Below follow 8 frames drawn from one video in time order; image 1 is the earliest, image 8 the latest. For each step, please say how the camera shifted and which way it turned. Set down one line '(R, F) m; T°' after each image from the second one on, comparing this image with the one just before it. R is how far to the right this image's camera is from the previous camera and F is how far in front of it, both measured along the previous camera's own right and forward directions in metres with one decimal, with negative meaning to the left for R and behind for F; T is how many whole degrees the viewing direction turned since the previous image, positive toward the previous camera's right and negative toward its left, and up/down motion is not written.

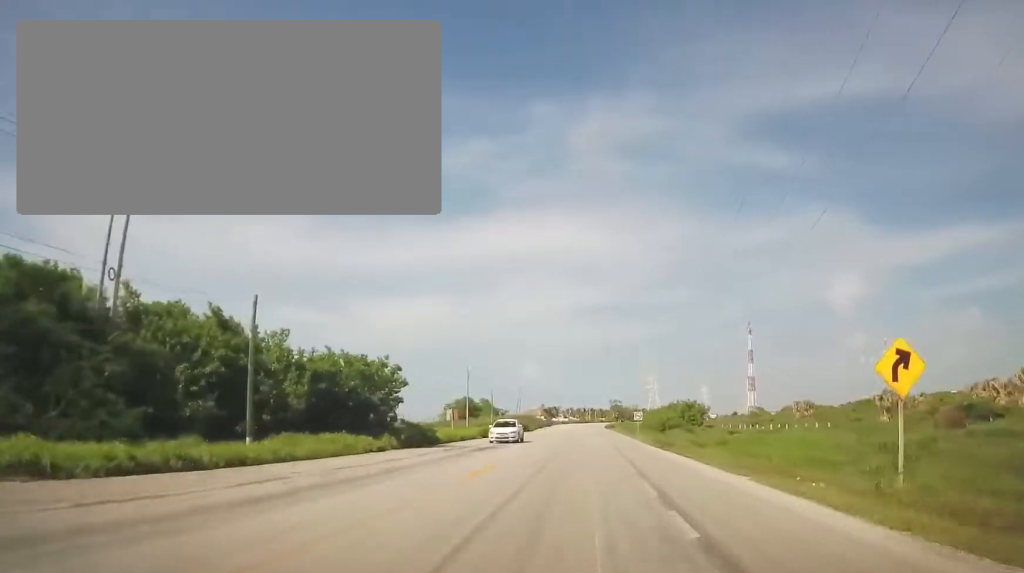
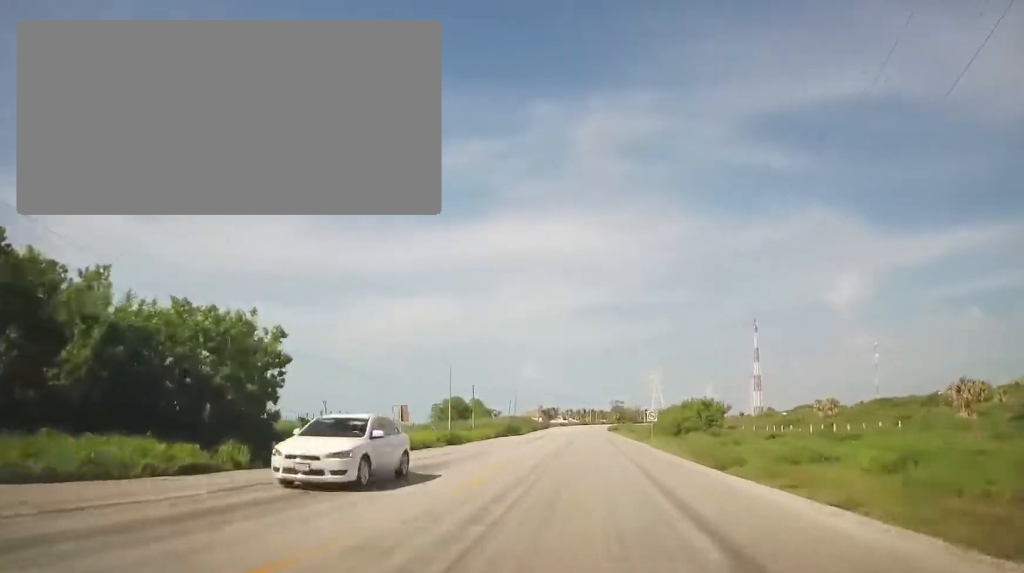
(-0.1, +13.2) m; -1°
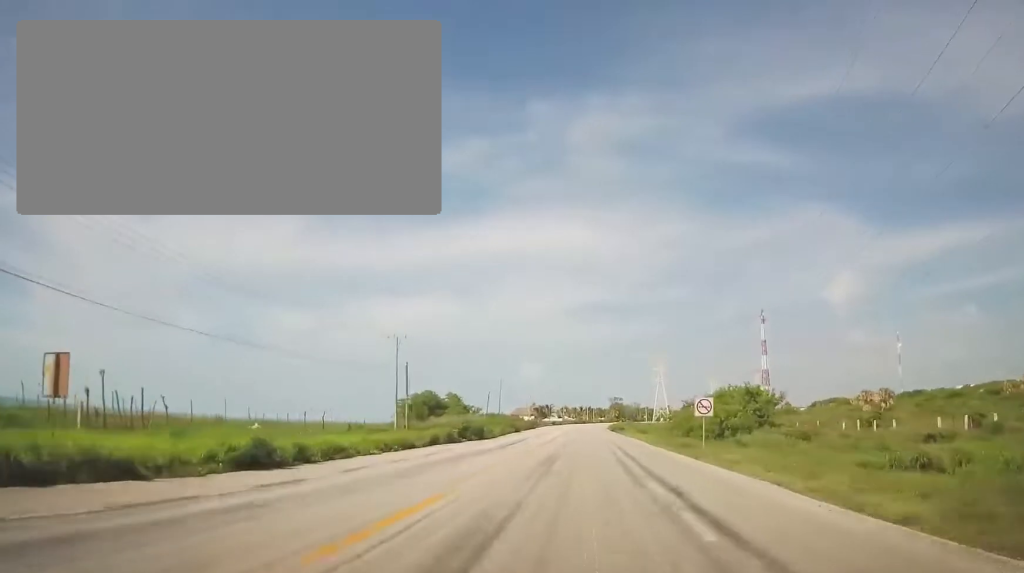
(-0.2, +23.7) m; +1°
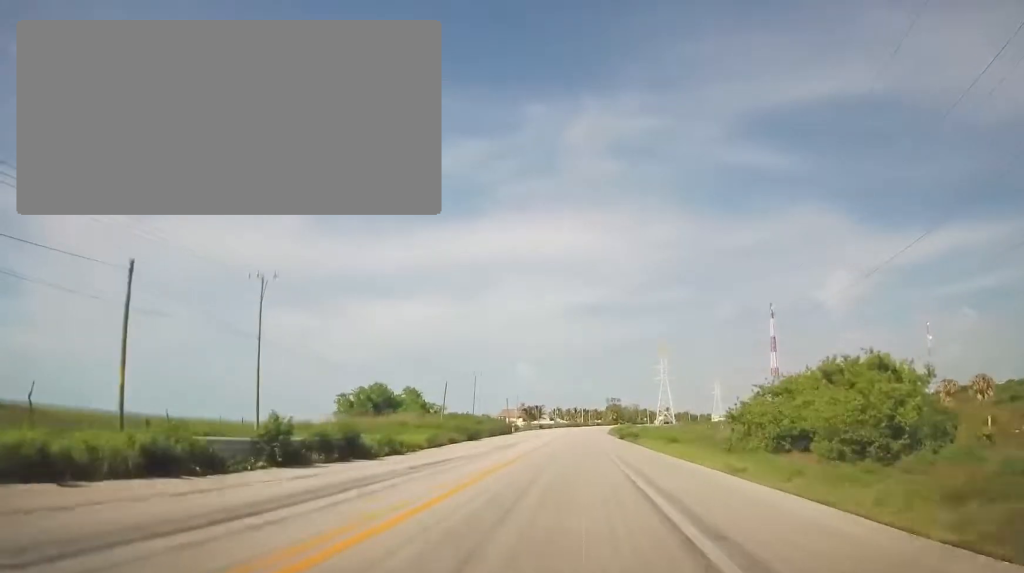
(+0.5, +27.3) m; +2°
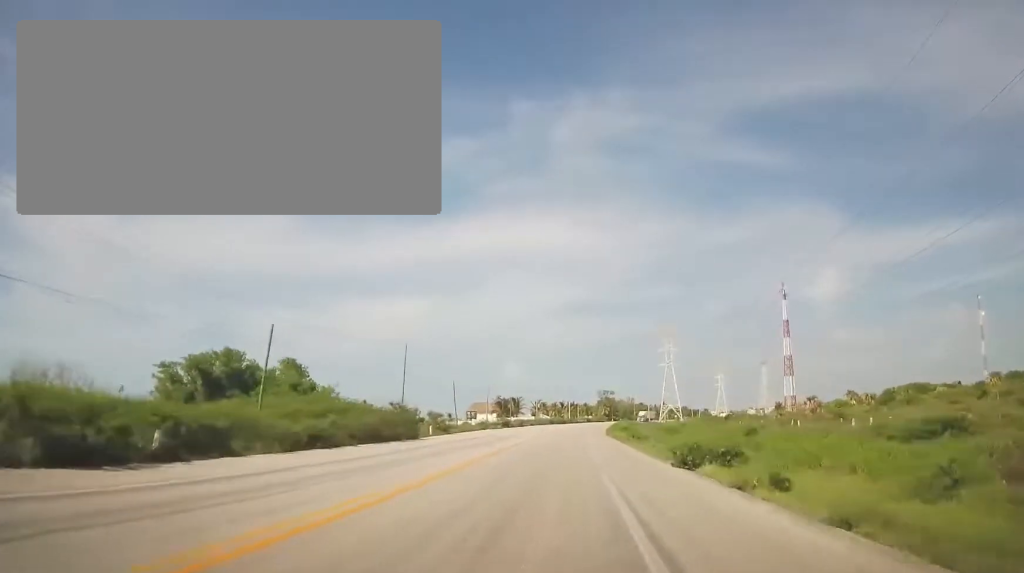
(+0.5, +39.0) m; +1°
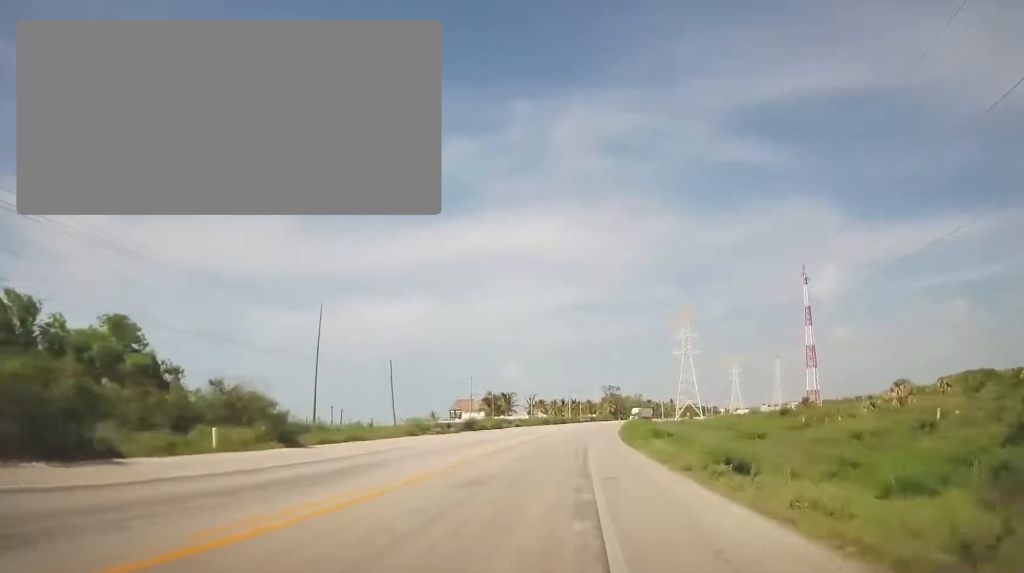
(-0.1, +26.4) m; 0°
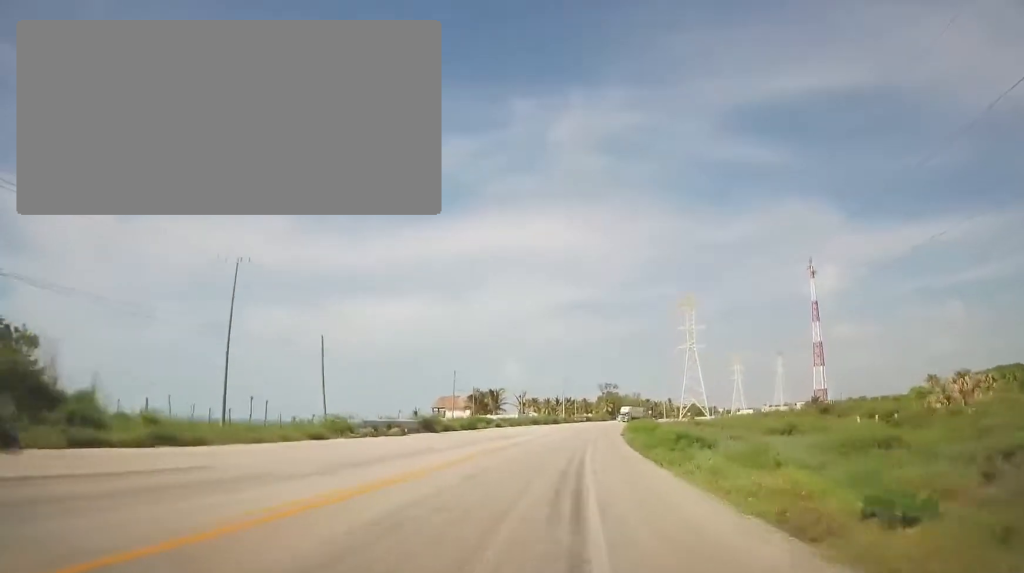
(-0.2, +13.4) m; 0°
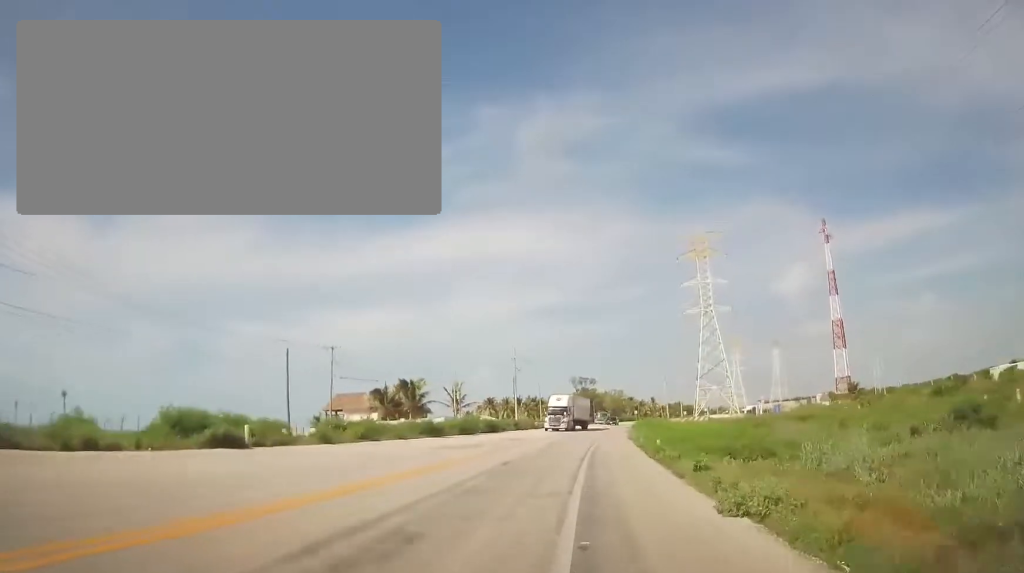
(+1.7, +47.6) m; +4°
